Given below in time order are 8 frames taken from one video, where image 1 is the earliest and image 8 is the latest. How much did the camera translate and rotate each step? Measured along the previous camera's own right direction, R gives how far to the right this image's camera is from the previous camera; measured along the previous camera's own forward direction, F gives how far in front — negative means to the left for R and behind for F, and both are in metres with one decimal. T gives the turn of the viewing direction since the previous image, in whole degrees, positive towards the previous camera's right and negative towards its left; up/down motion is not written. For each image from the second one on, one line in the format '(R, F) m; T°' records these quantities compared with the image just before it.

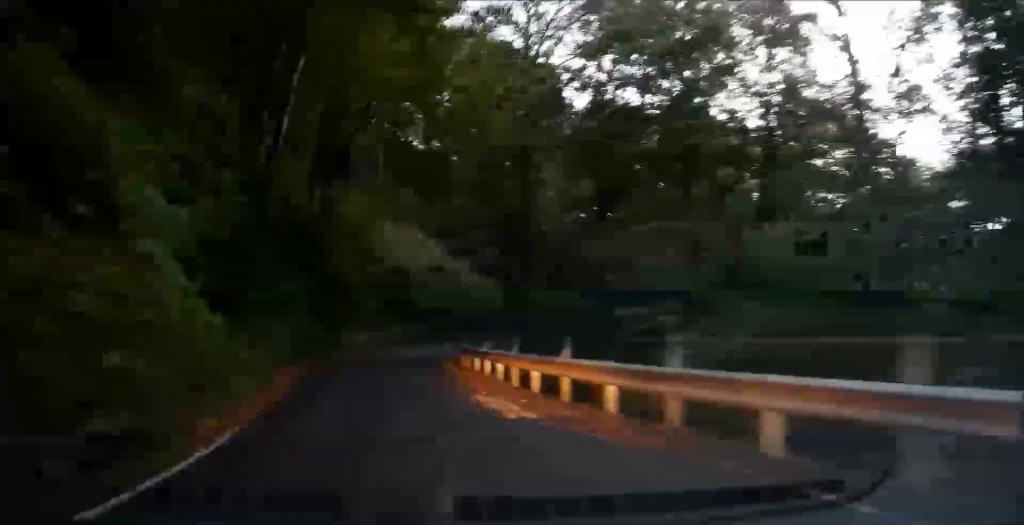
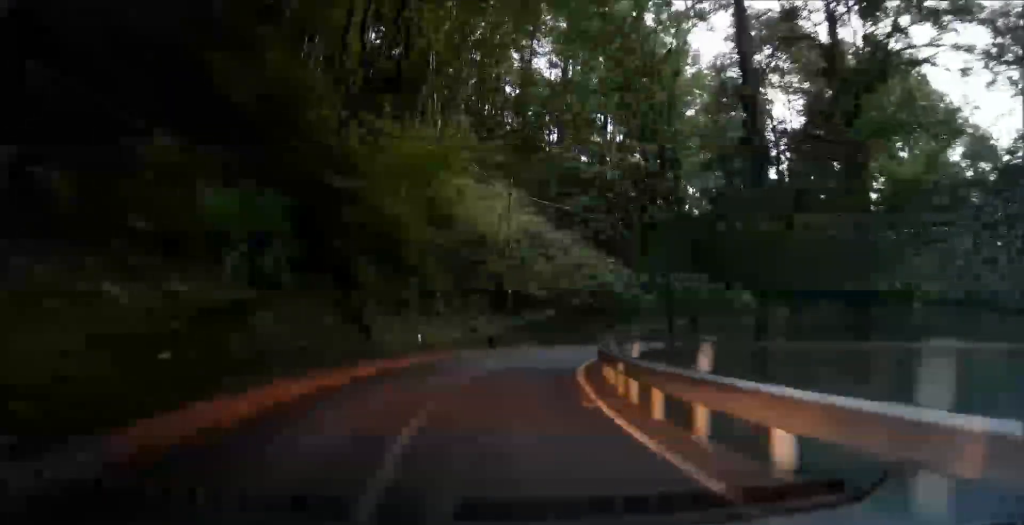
(-1.2, +14.8) m; -3°
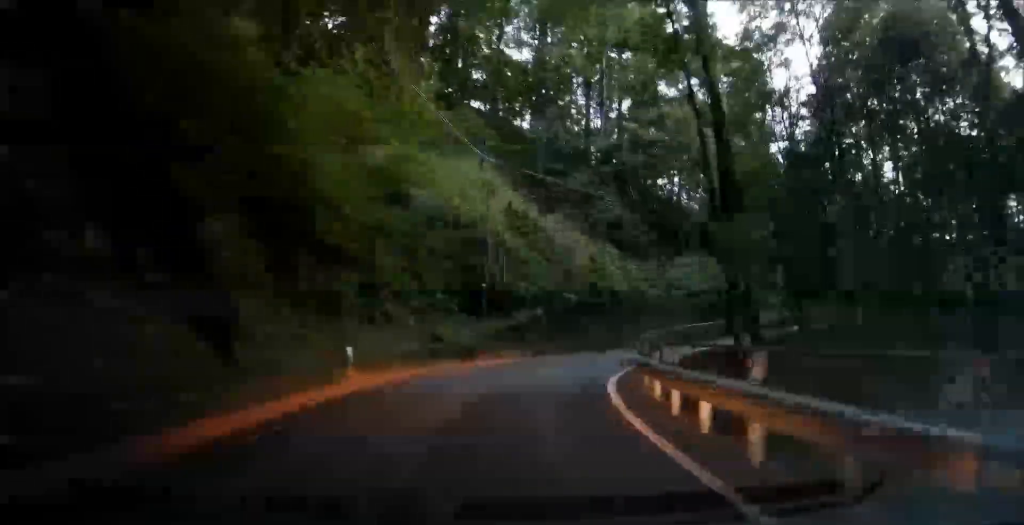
(+0.3, +8.4) m; +5°
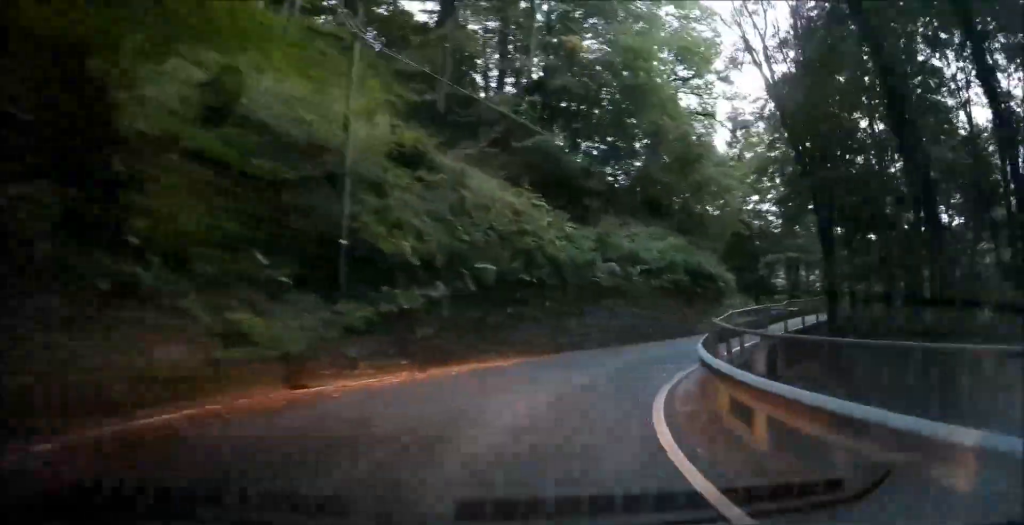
(+1.2, +11.4) m; +12°
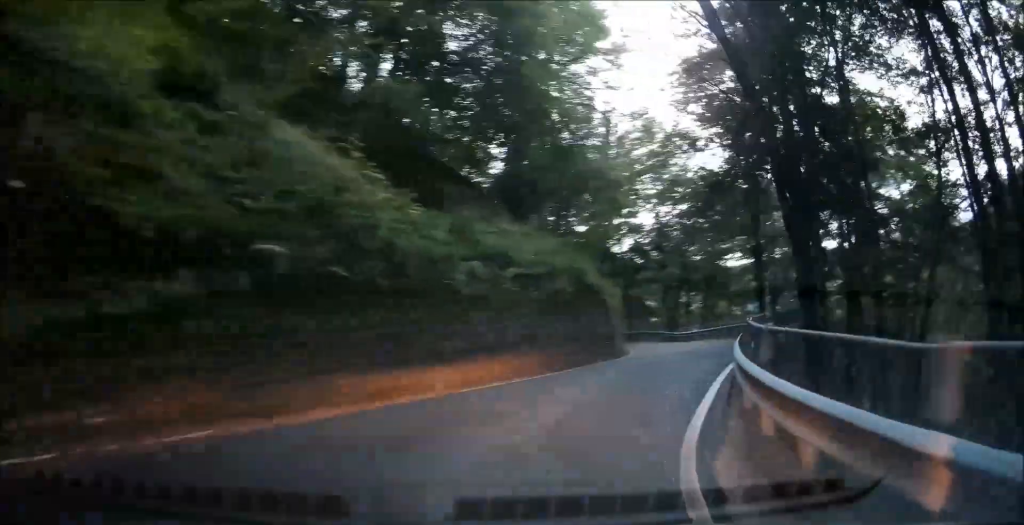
(+0.8, +7.7) m; +4°
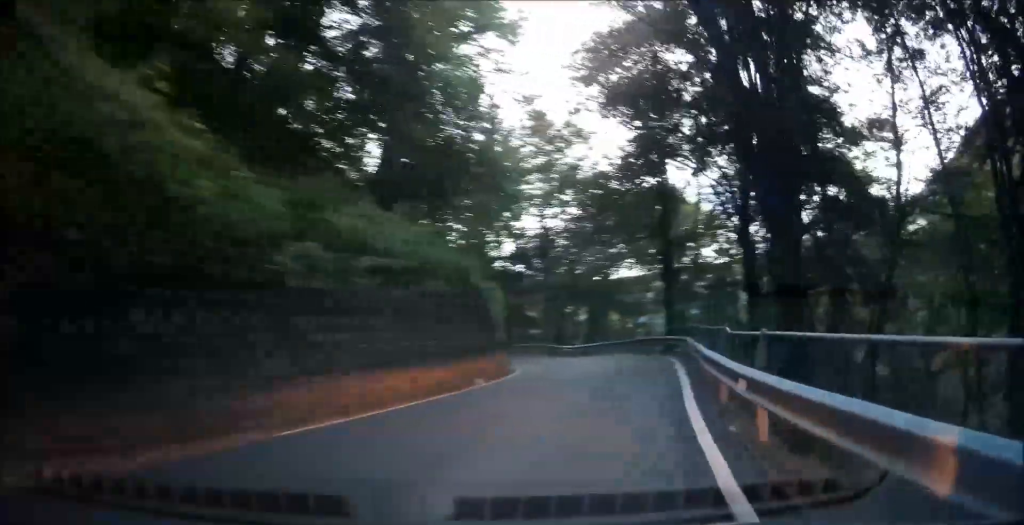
(-0.3, +5.0) m; +5°
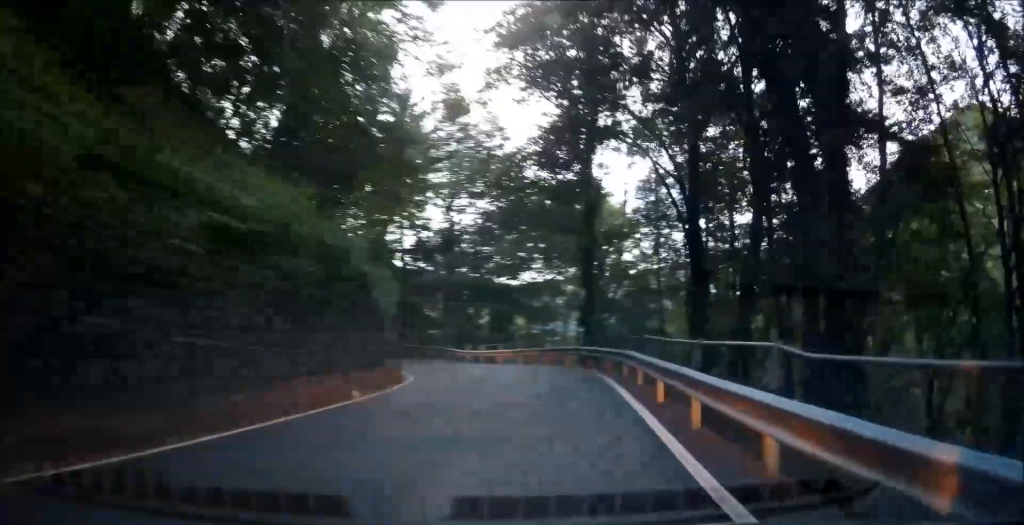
(-0.1, +4.5) m; +5°
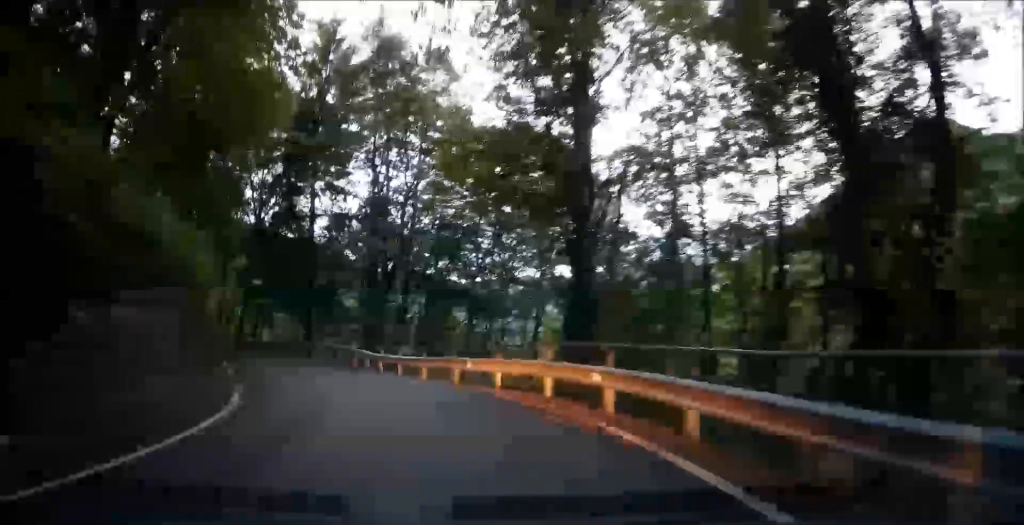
(+2.3, +12.5) m; +9°
